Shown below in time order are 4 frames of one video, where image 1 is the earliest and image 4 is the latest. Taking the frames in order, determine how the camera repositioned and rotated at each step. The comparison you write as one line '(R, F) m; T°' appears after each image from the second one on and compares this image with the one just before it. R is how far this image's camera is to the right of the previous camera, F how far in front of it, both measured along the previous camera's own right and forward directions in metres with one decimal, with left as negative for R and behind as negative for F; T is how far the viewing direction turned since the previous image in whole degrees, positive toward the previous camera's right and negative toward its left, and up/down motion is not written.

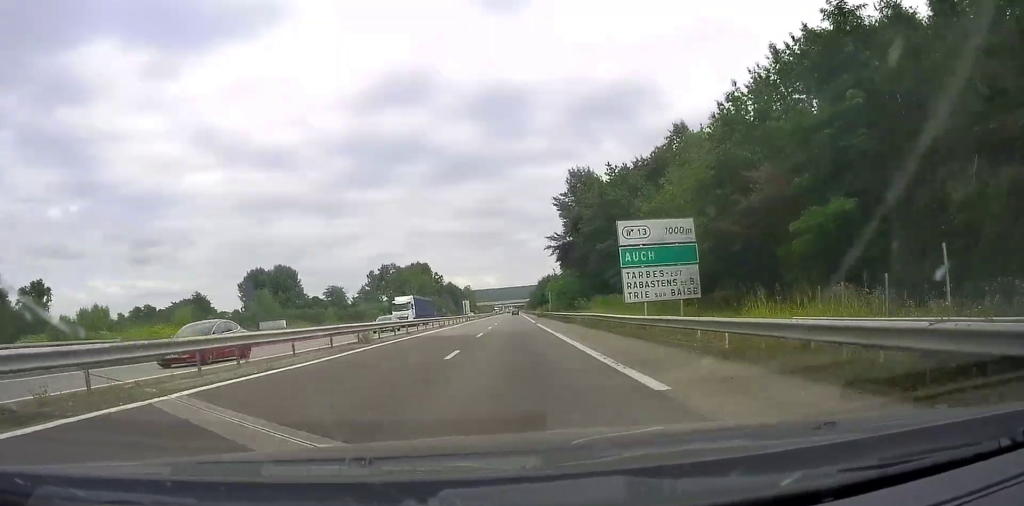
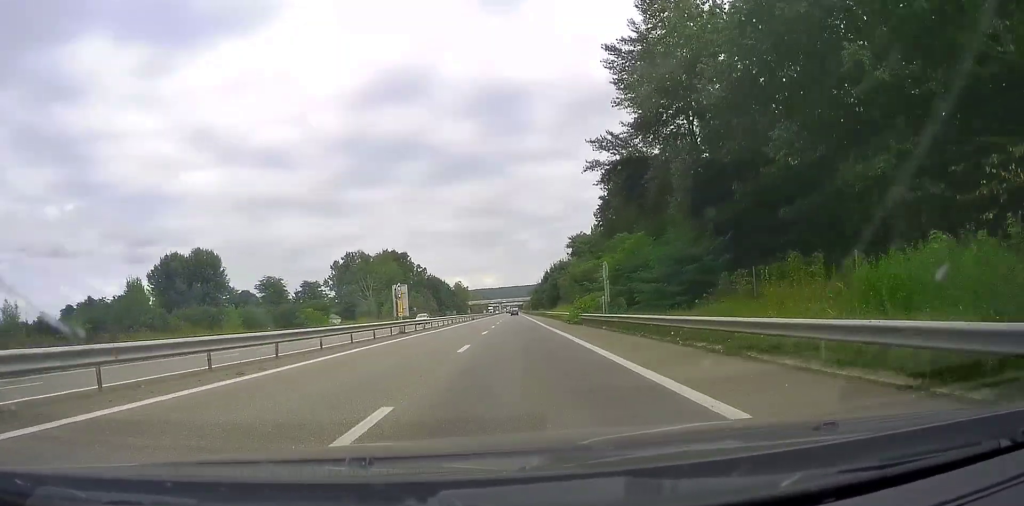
(-0.7, +49.5) m; -1°
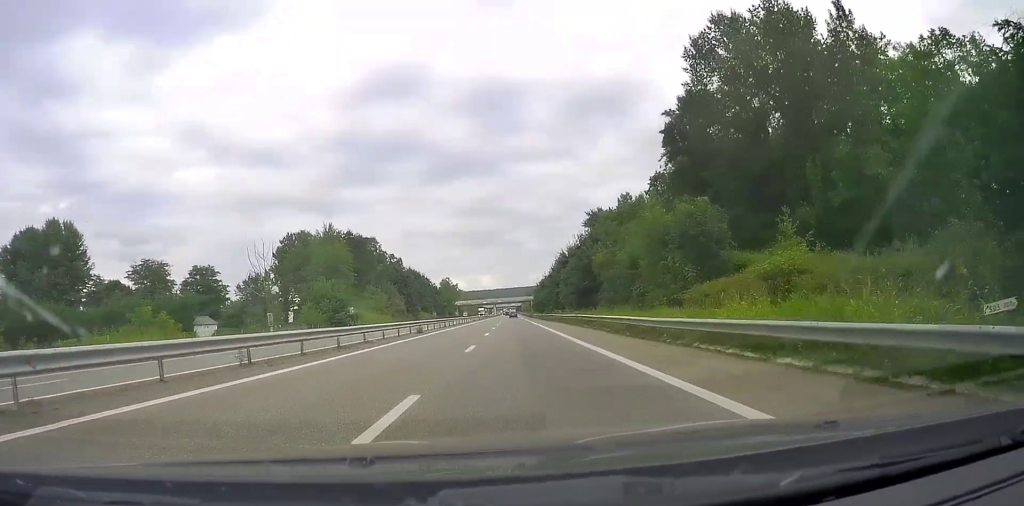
(0.0, +50.3) m; +1°
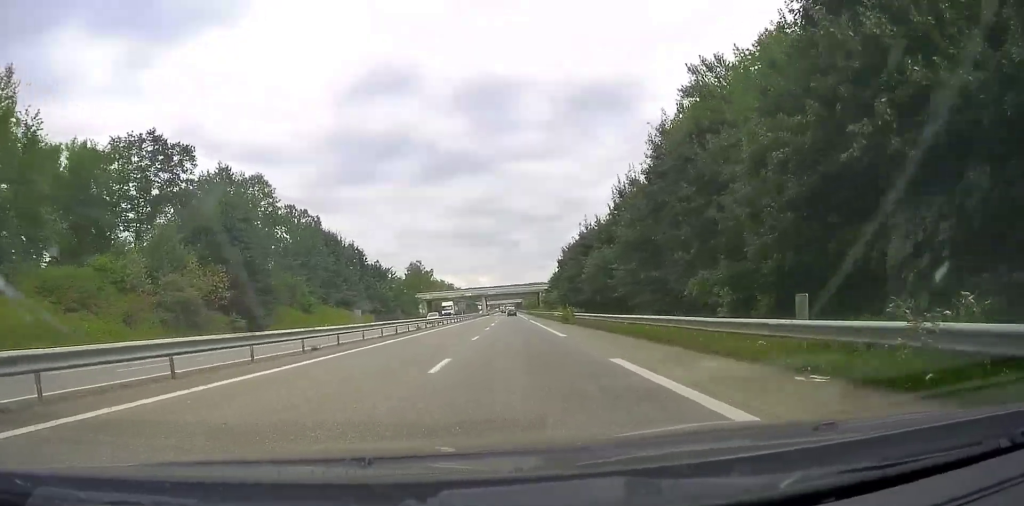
(+0.3, +84.1) m; 0°
